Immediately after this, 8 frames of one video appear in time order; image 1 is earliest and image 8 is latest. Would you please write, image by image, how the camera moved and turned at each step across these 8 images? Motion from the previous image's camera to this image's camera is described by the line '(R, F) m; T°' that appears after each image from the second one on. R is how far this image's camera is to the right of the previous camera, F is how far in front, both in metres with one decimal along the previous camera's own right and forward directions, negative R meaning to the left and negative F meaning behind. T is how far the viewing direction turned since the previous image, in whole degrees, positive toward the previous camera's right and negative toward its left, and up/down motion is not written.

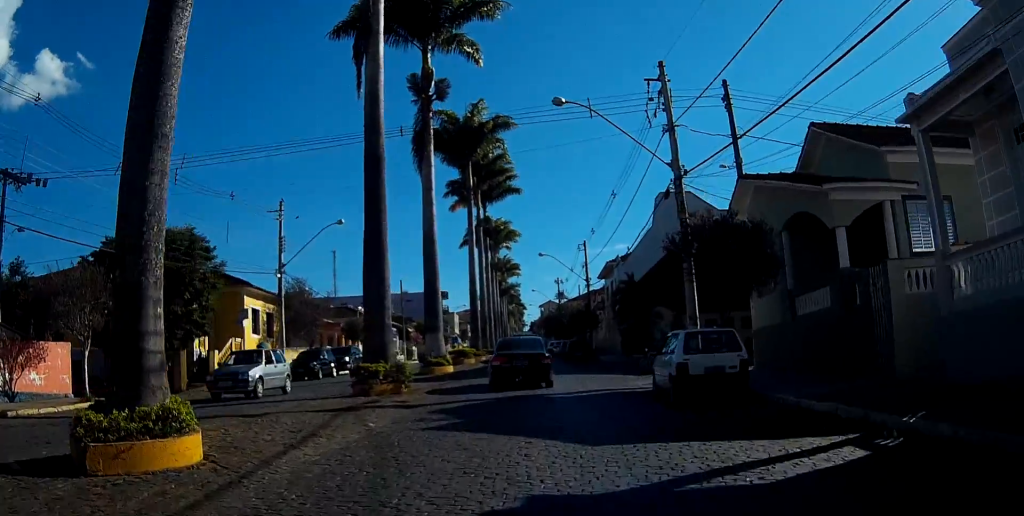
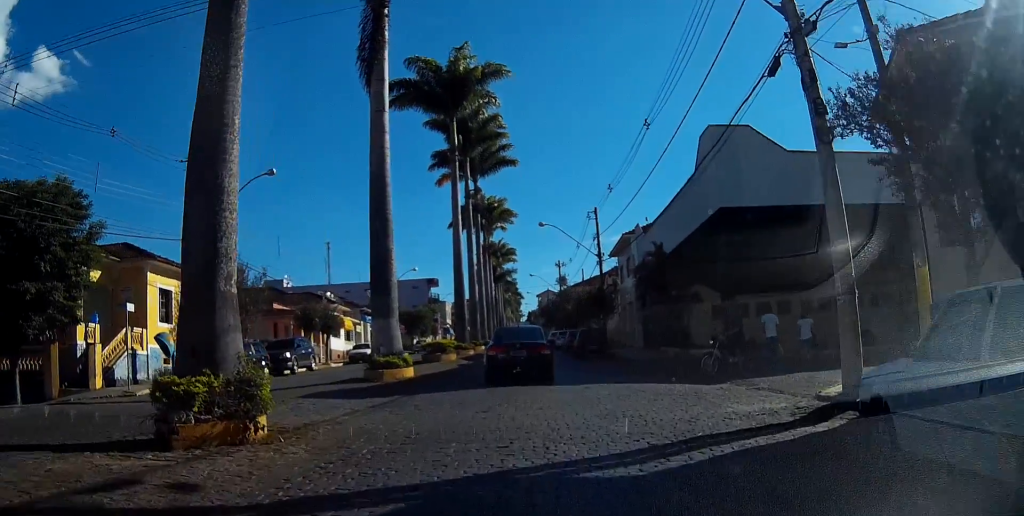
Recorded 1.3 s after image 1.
(+0.1, +10.8) m; +1°
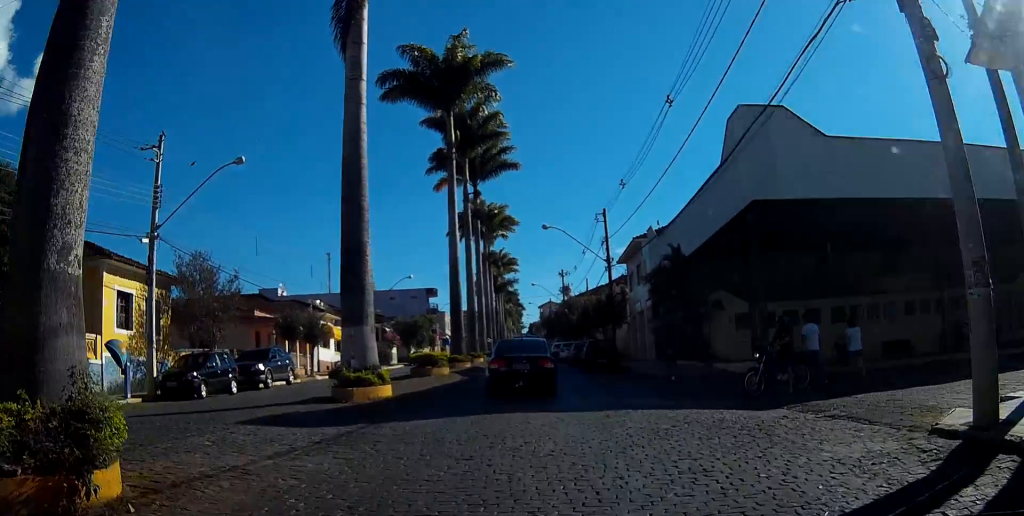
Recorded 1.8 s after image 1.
(0.0, +3.7) m; 0°
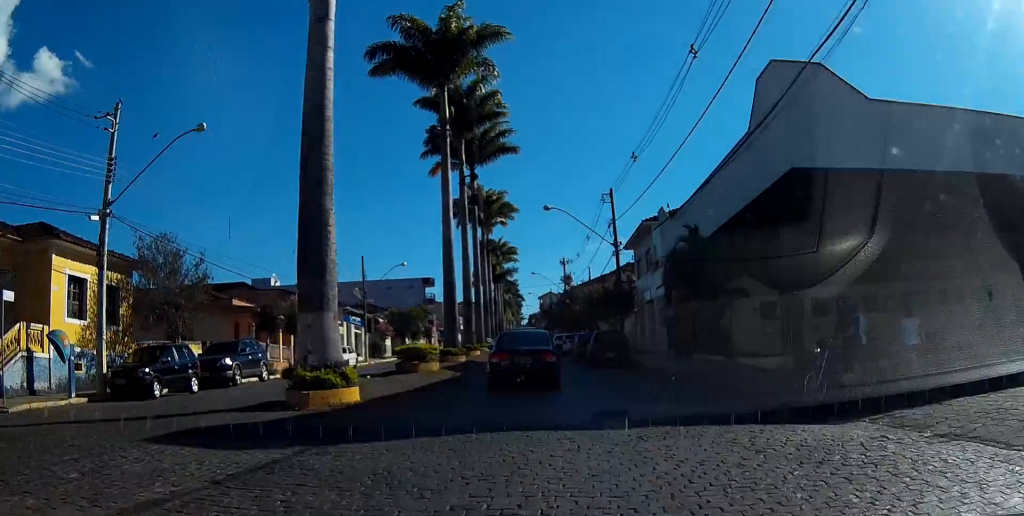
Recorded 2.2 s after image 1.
(0.0, +3.4) m; 0°
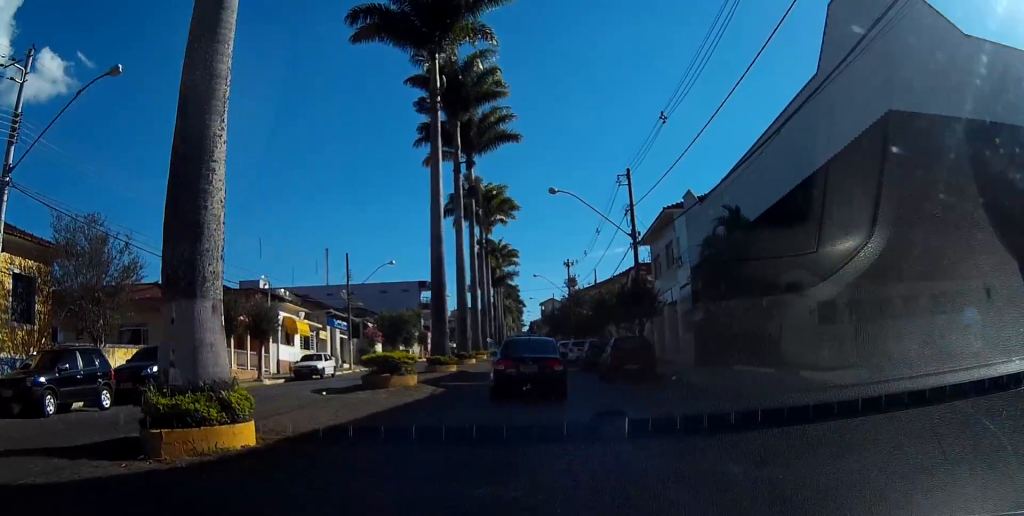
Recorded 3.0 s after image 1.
(0.0, +5.7) m; 0°
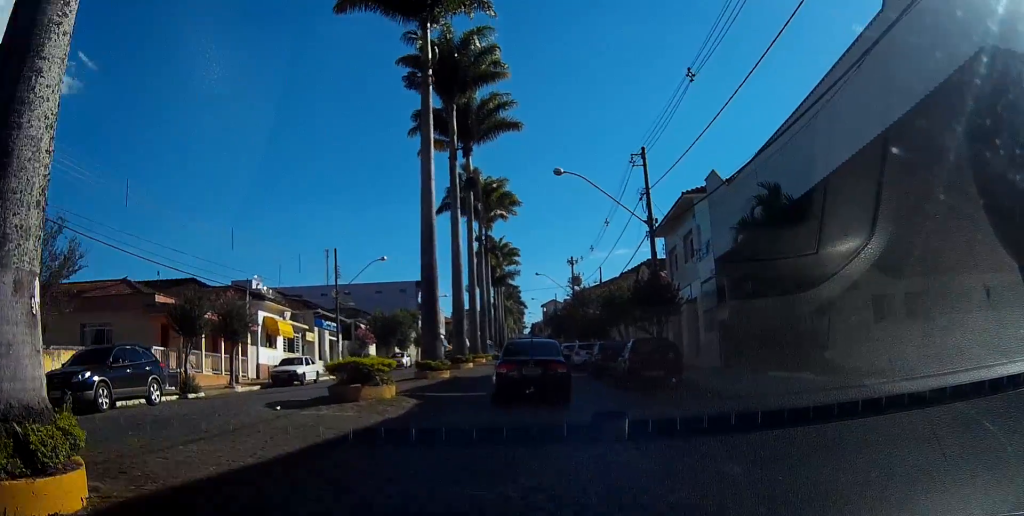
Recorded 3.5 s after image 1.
(0.0, +3.9) m; 0°
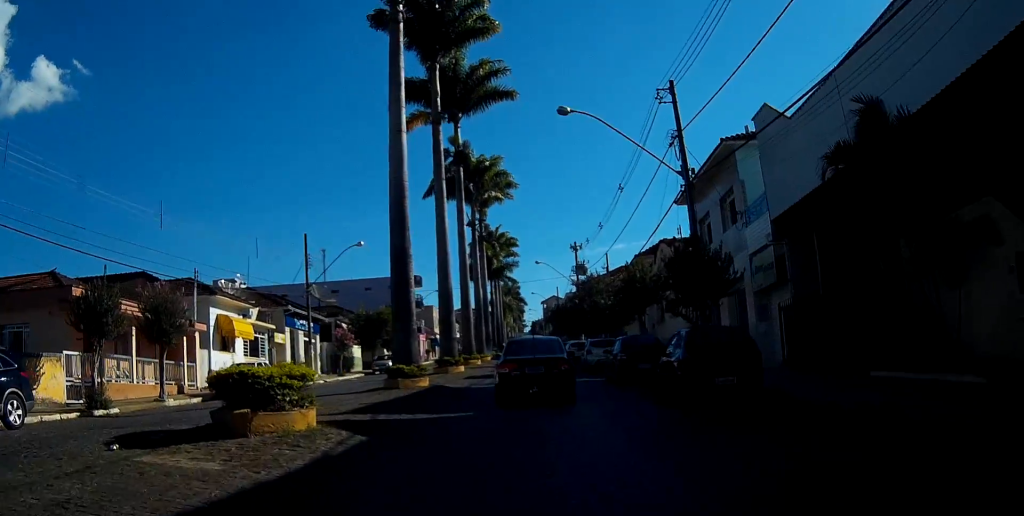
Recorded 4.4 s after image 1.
(0.0, +6.8) m; -1°
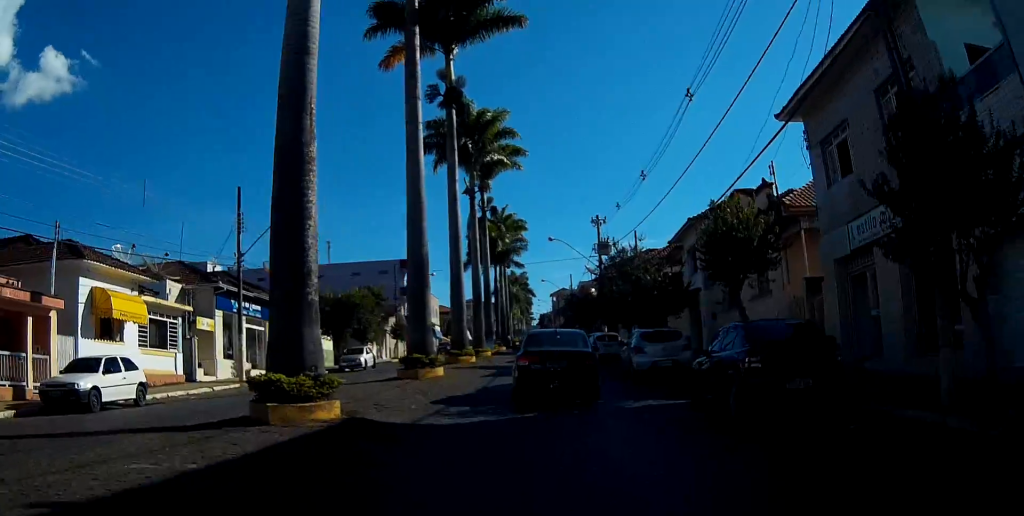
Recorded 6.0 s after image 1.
(0.0, +12.3) m; 0°
